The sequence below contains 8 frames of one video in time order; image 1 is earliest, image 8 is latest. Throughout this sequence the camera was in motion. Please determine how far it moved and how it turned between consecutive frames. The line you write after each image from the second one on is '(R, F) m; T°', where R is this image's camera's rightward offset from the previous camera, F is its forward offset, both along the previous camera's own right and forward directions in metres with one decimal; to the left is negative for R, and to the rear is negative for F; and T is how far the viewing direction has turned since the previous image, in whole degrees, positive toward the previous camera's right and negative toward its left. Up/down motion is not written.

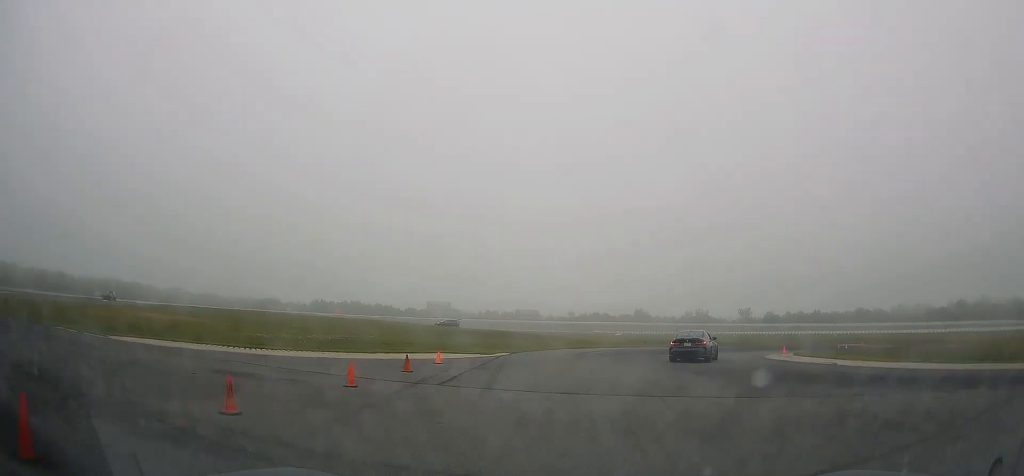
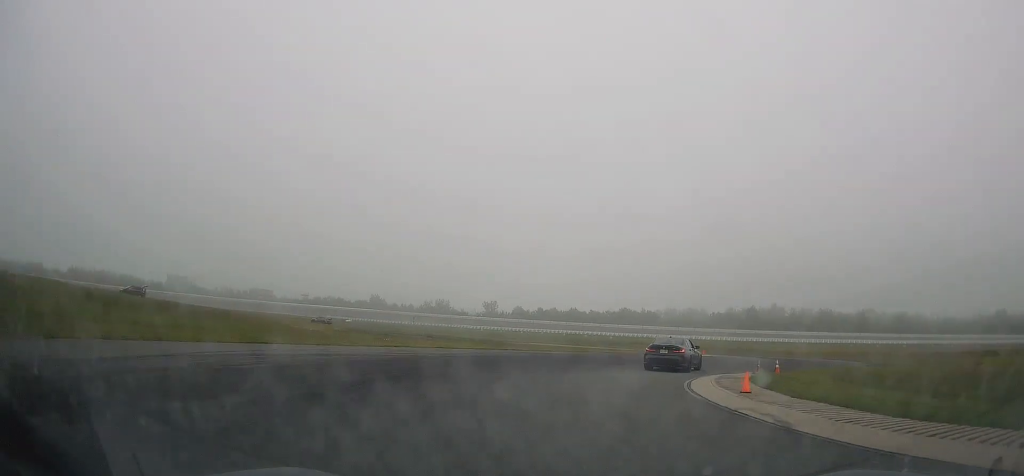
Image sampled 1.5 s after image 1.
(+5.3, +28.7) m; +24°
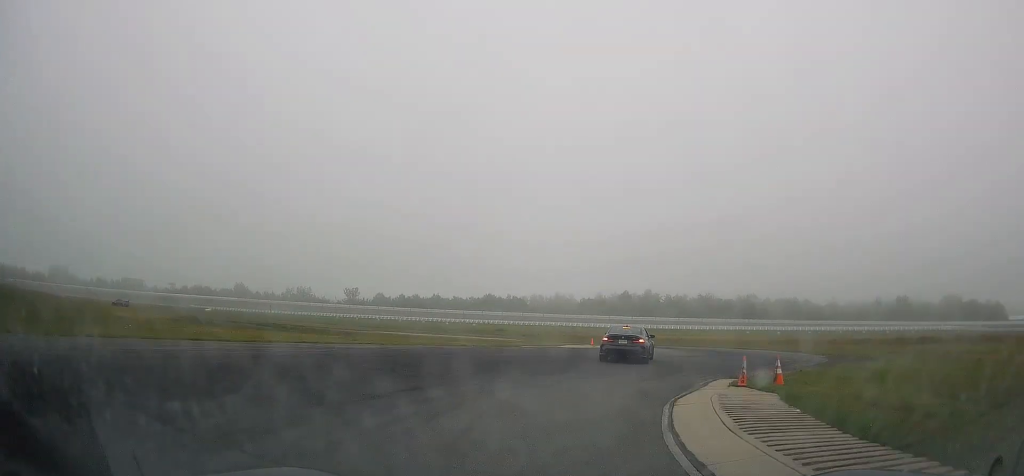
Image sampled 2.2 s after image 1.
(+1.2, +12.4) m; +12°
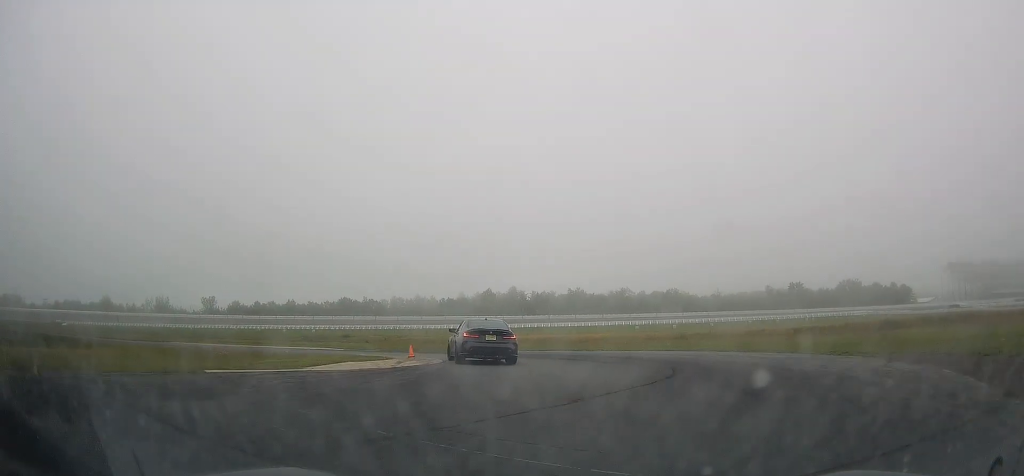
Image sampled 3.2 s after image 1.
(+2.6, +18.4) m; +7°
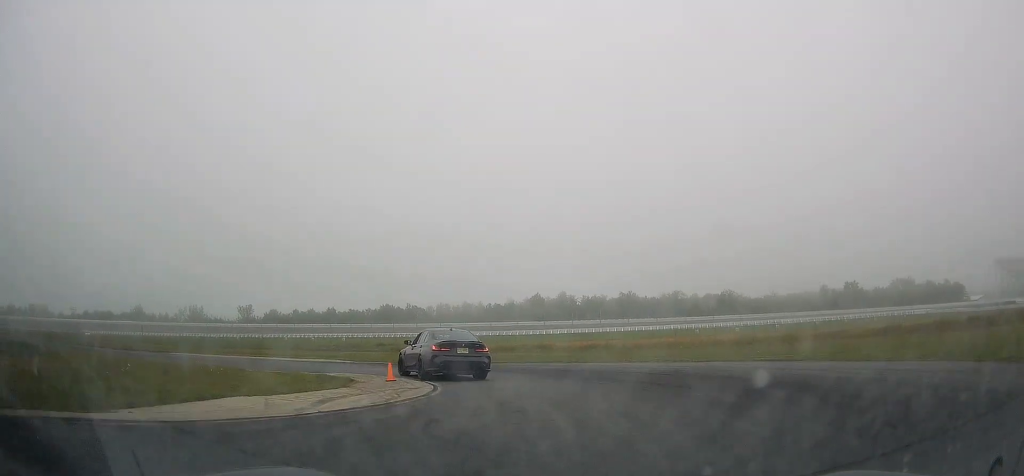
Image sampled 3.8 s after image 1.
(+0.3, +8.0) m; -6°
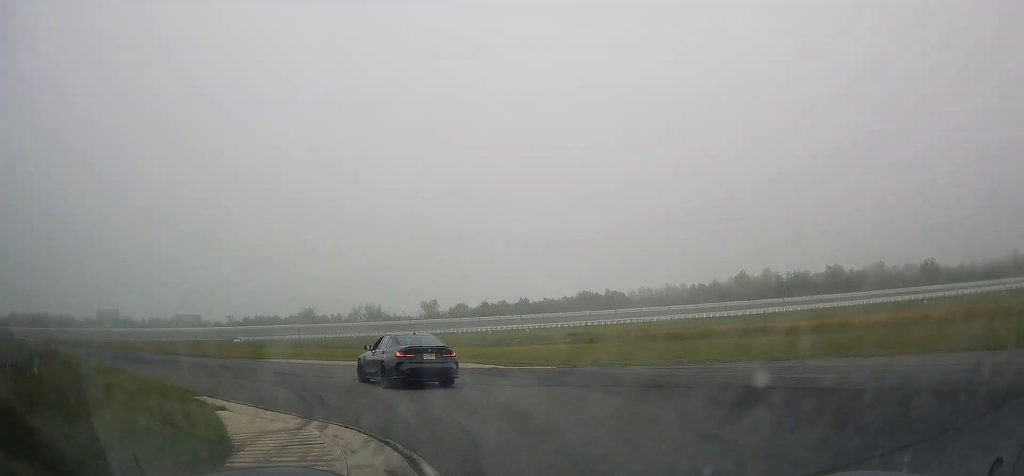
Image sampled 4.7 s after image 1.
(-1.8, +12.7) m; -20°
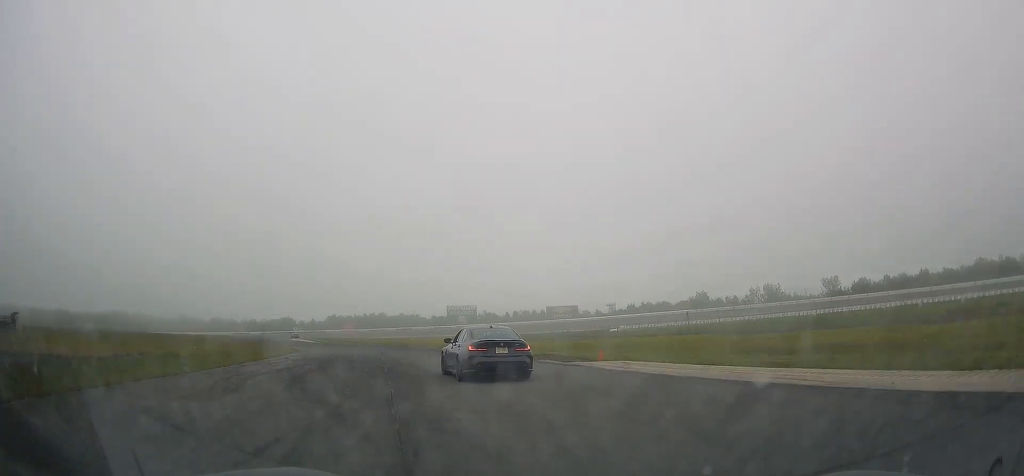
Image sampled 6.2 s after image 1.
(-6.2, +19.1) m; -34°
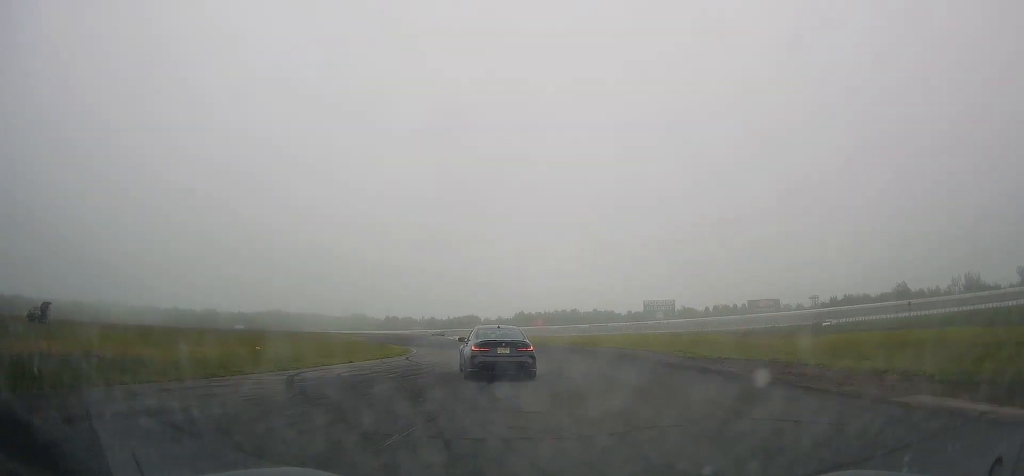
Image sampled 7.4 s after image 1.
(-3.4, +18.4) m; -17°
